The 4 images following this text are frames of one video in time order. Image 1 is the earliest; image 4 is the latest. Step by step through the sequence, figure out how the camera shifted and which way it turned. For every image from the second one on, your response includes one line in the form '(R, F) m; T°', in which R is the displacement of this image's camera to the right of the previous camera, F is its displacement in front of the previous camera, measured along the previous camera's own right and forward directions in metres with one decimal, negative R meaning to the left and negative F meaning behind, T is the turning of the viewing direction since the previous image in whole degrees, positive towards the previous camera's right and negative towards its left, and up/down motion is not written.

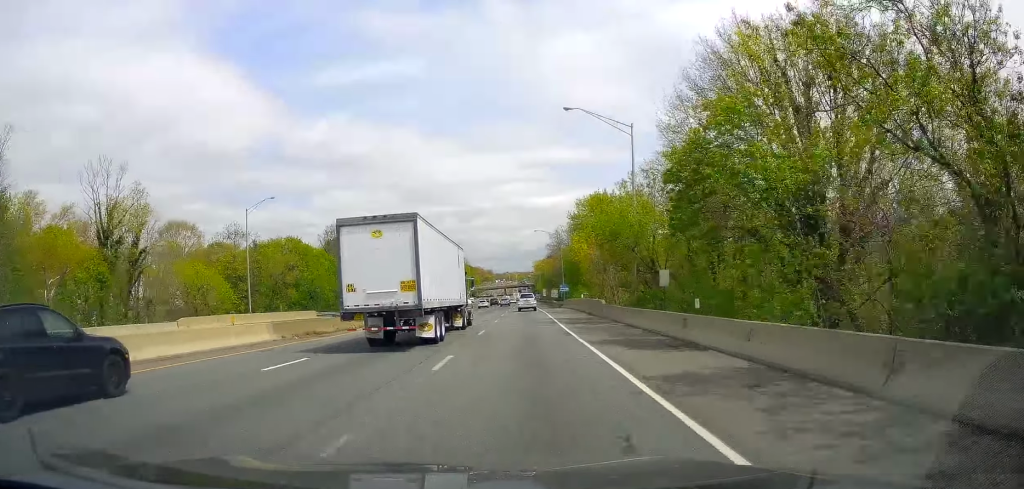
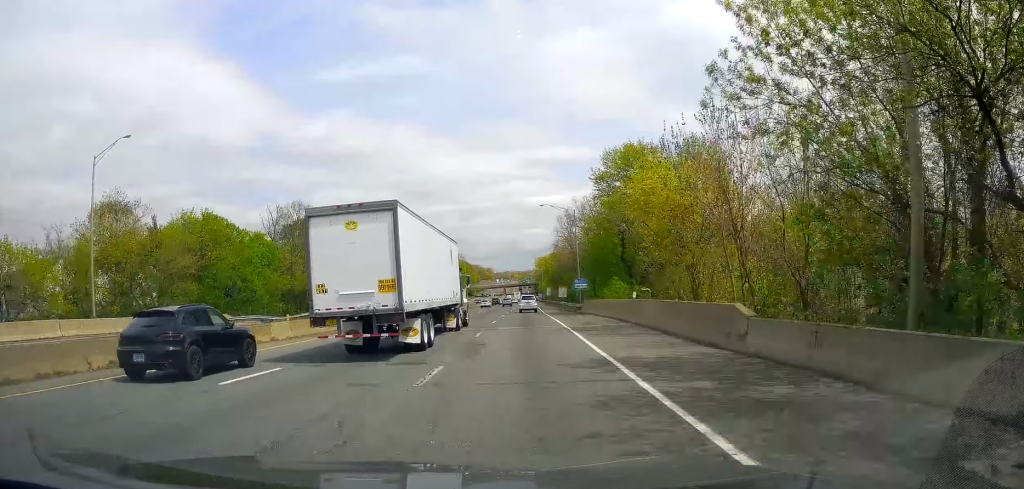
(-0.2, +25.9) m; 0°
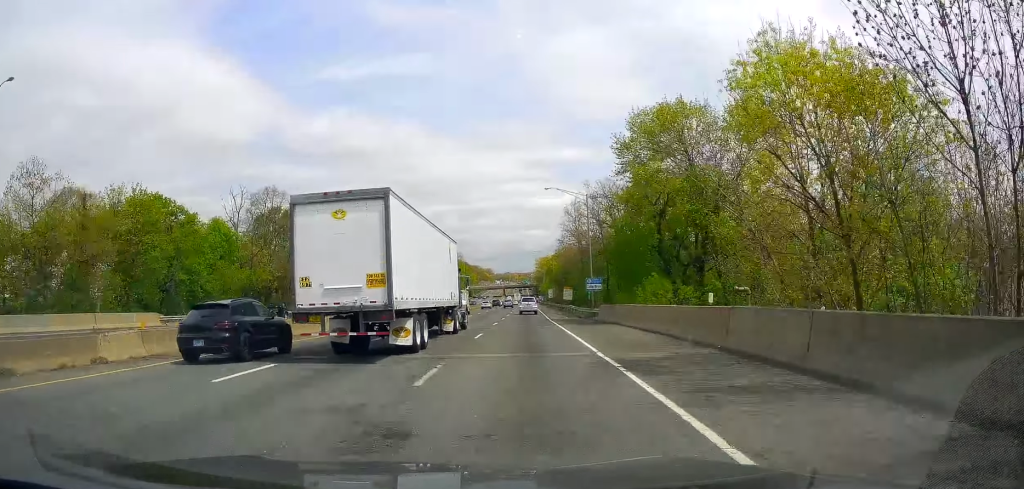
(-0.1, +12.4) m; 0°
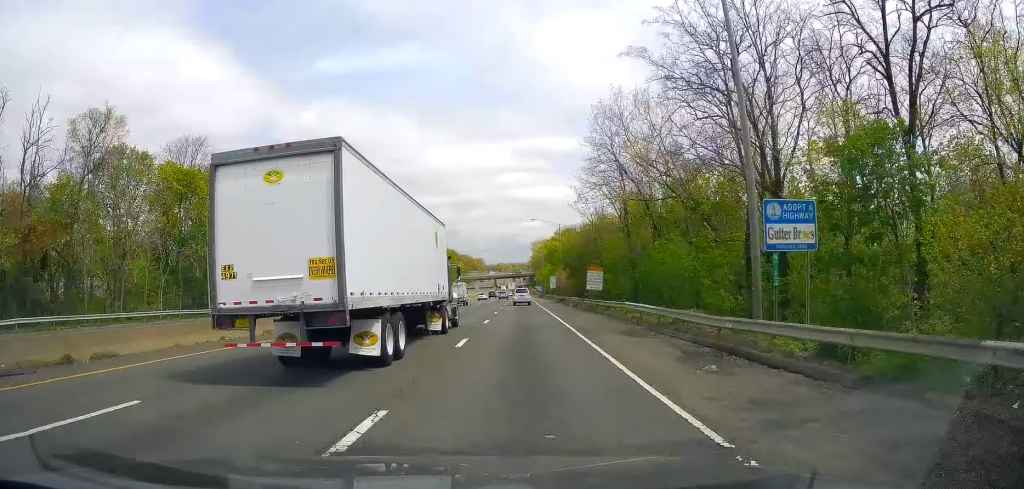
(+0.5, +42.3) m; 0°
